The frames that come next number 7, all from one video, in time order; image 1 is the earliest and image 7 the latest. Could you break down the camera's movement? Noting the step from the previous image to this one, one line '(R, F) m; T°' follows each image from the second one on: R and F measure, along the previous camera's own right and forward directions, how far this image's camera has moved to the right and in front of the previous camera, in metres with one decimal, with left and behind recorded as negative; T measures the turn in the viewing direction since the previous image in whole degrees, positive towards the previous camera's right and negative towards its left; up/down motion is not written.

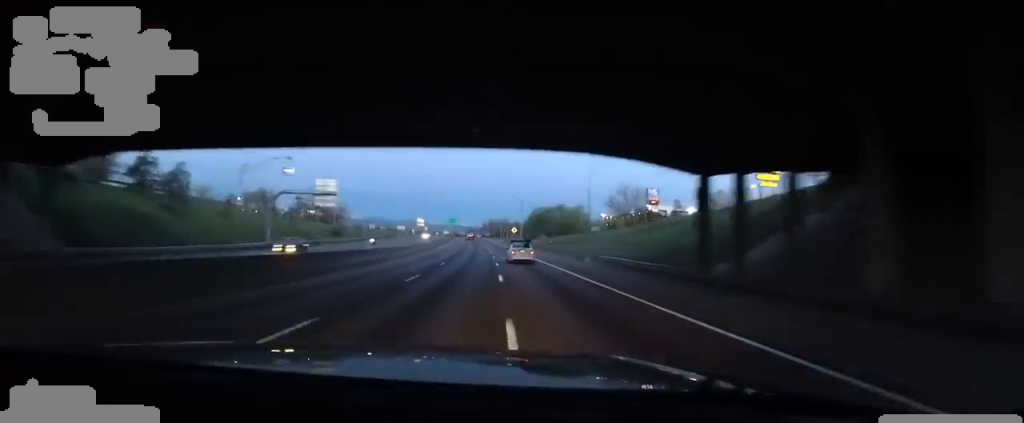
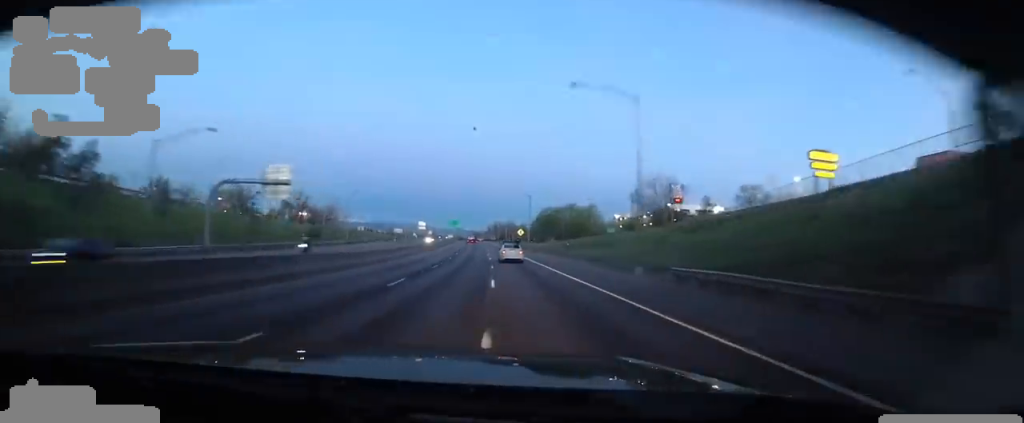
(0.0, +13.2) m; 0°
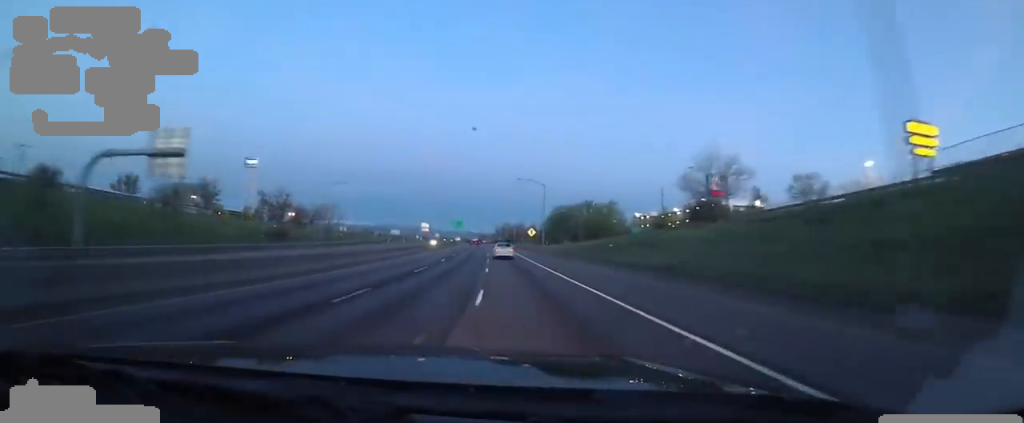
(0.0, +16.1) m; 0°
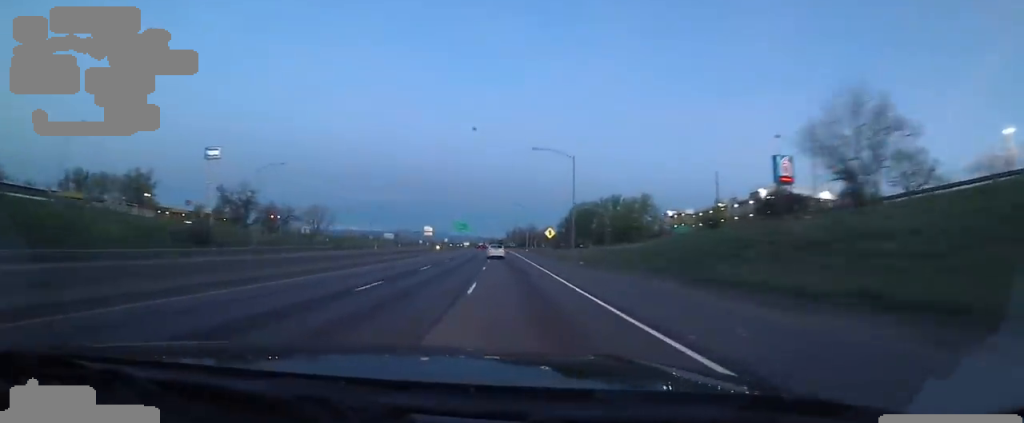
(0.0, +21.0) m; 0°
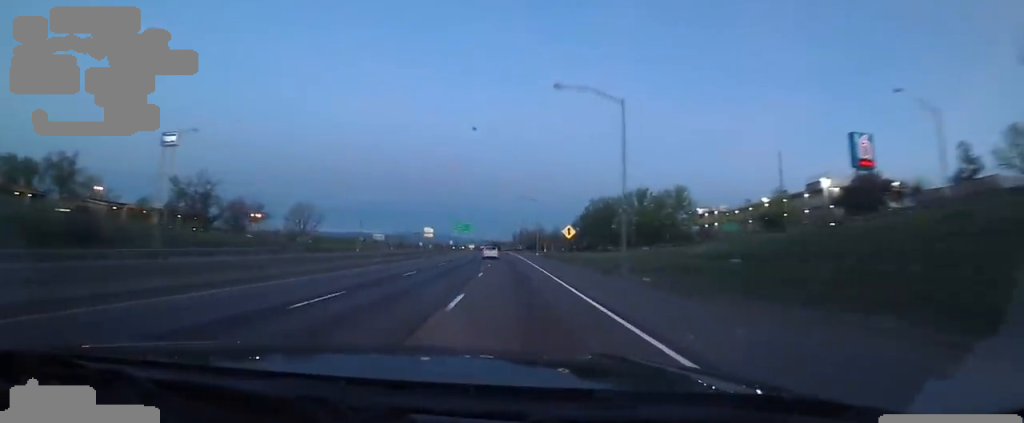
(+0.1, +16.5) m; -2°
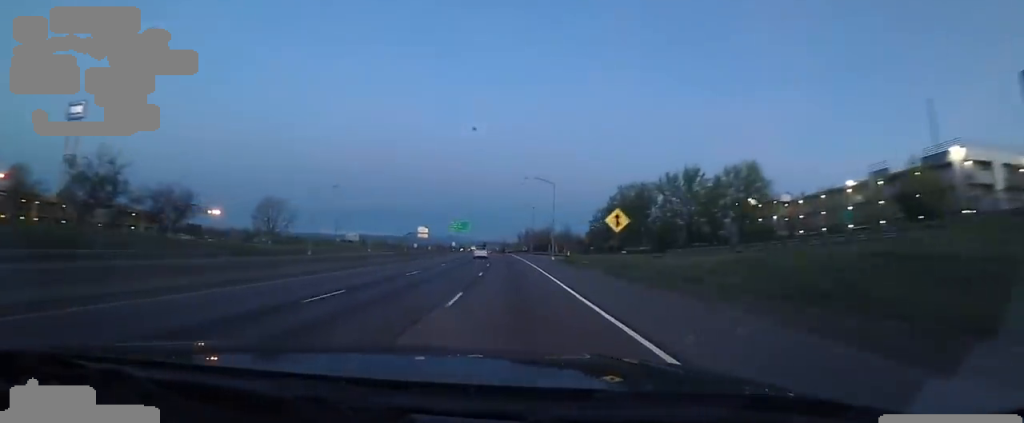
(-0.6, +23.3) m; -2°
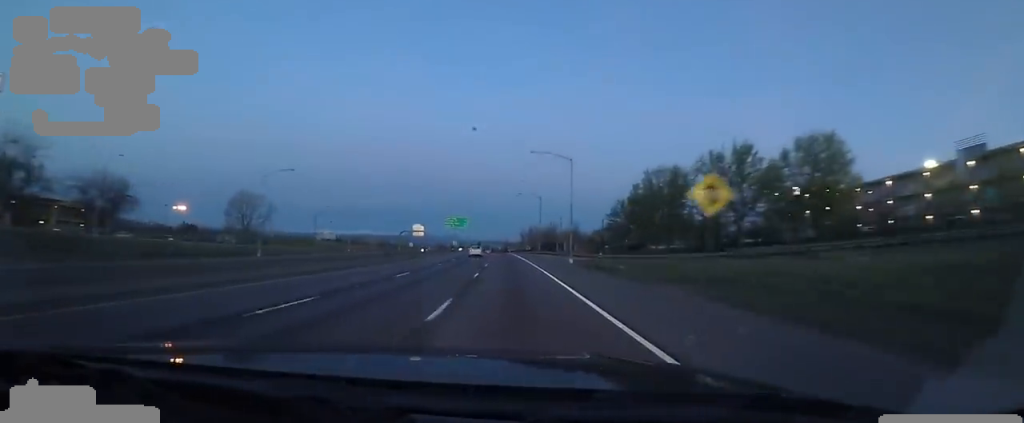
(-0.4, +14.7) m; -1°
